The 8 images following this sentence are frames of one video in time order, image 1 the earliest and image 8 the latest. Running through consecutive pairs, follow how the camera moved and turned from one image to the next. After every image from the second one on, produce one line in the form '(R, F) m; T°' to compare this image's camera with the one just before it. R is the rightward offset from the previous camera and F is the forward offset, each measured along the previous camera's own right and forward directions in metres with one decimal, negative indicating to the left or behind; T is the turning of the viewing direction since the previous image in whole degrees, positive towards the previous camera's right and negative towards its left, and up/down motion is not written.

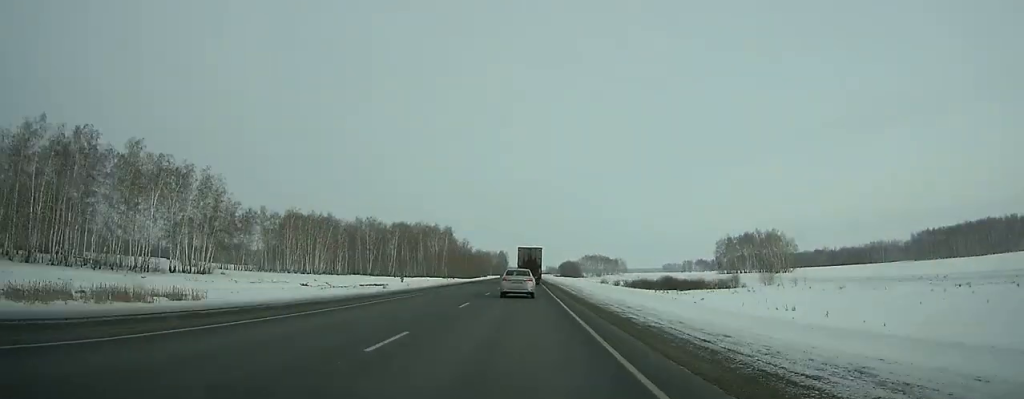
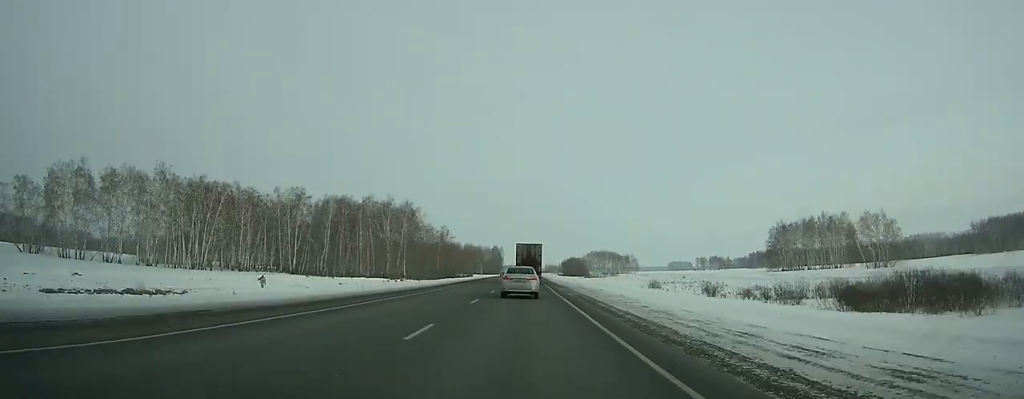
(0.0, +69.1) m; 0°
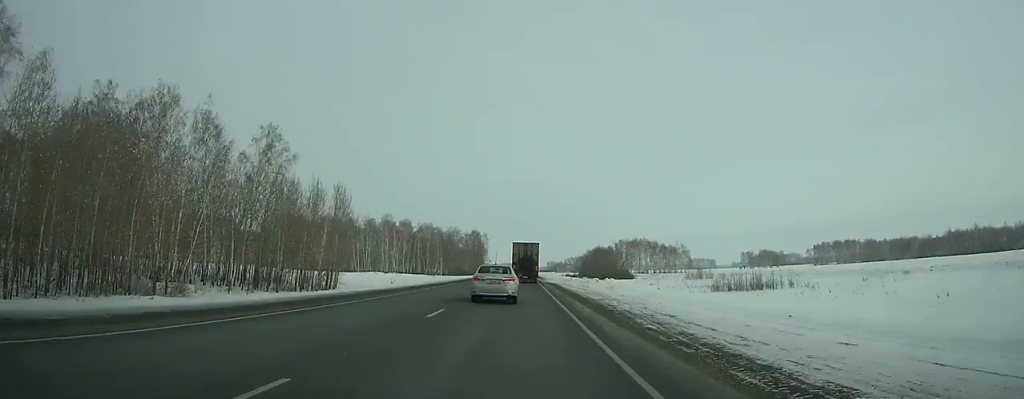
(+0.2, +162.6) m; 0°
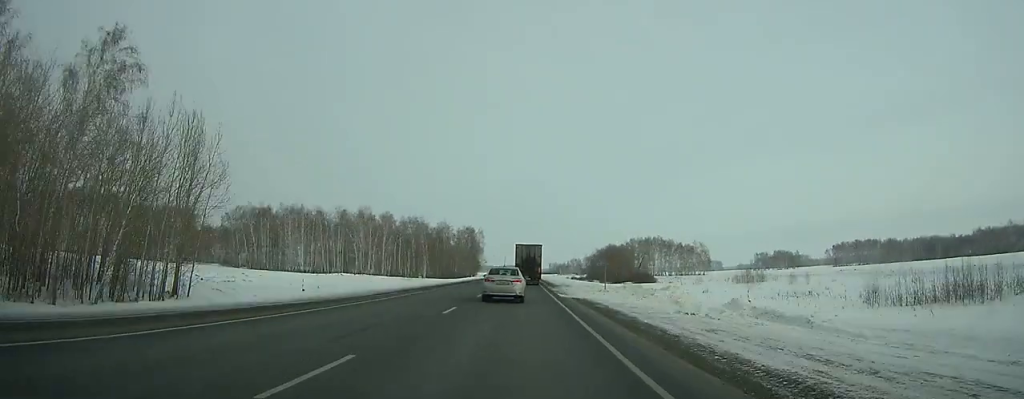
(0.0, +34.1) m; 0°
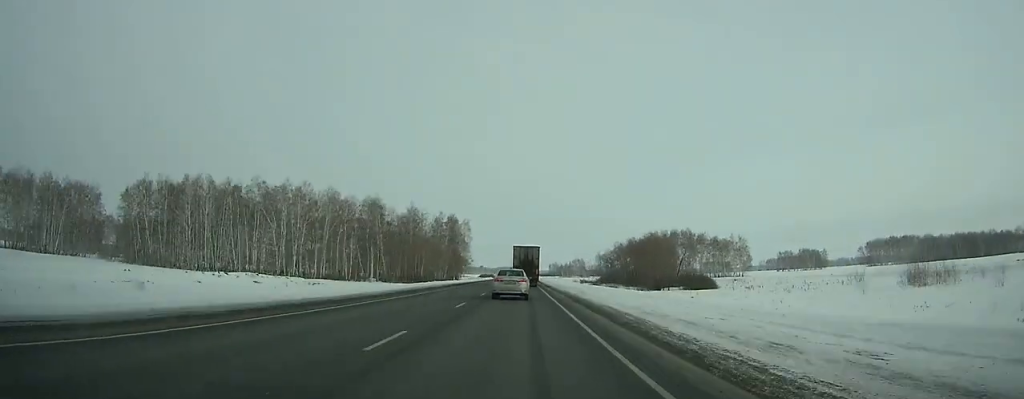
(0.0, +57.3) m; 0°
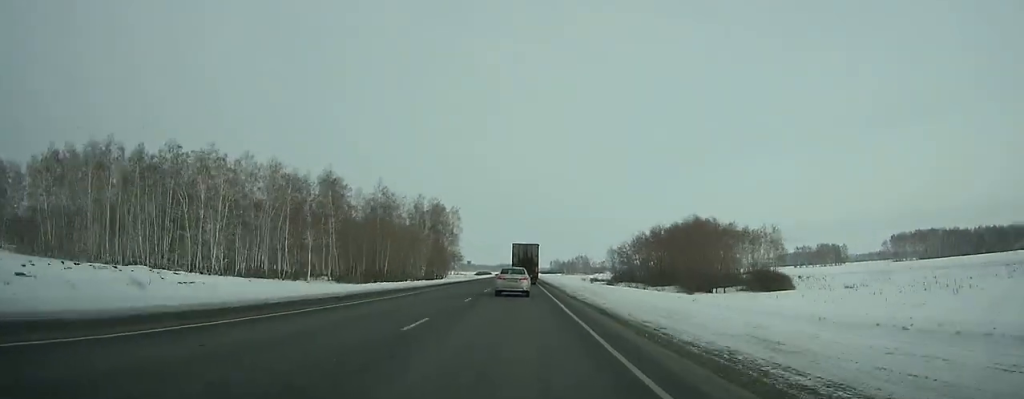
(+0.1, +32.5) m; 0°
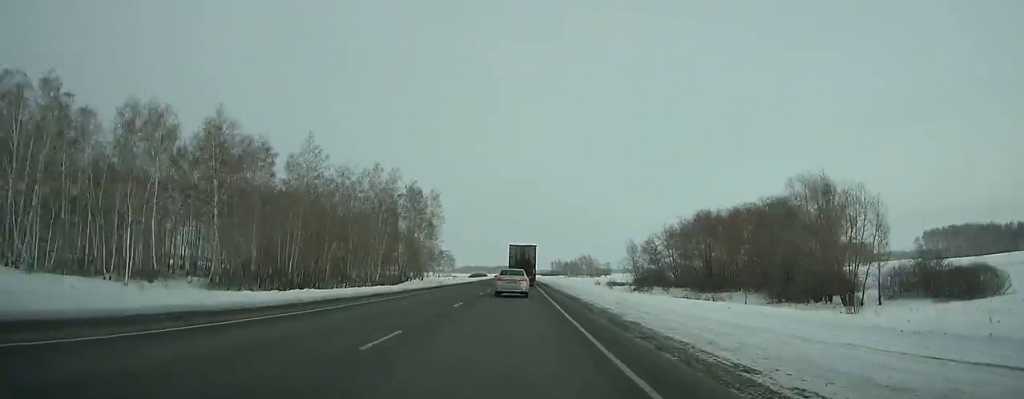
(+0.1, +39.6) m; 0°
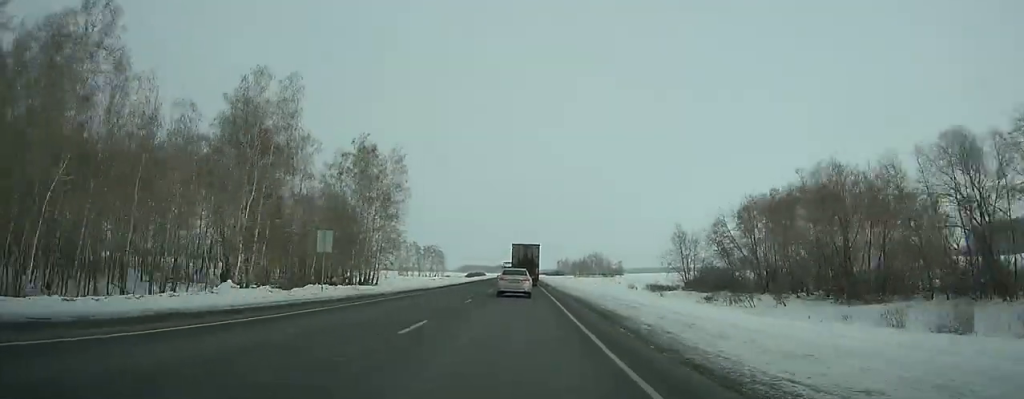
(-0.1, +44.8) m; 0°
